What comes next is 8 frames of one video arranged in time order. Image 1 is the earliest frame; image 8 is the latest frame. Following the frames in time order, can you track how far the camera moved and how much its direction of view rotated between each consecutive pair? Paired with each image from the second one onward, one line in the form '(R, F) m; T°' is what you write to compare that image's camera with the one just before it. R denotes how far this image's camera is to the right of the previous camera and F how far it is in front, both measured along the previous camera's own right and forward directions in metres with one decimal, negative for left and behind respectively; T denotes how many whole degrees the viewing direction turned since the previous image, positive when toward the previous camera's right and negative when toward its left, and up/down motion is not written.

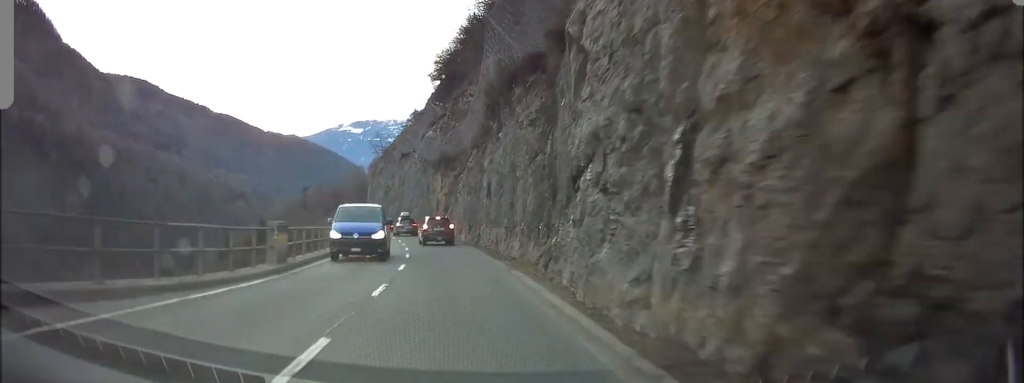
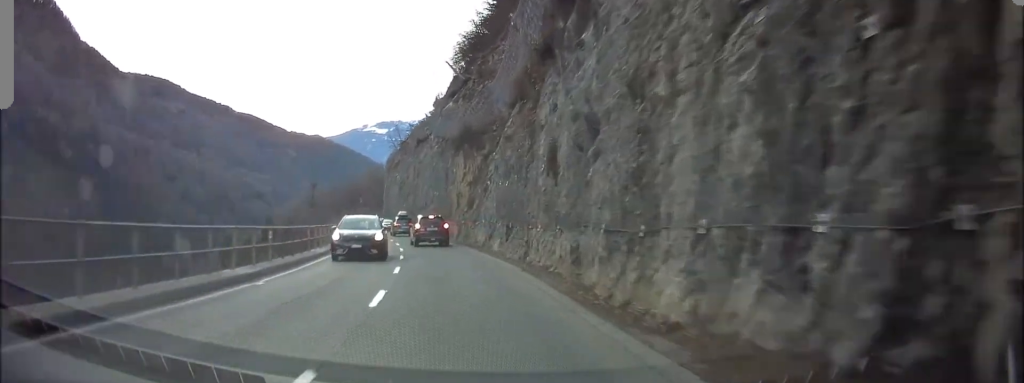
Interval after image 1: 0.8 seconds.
(0.0, +14.0) m; 0°
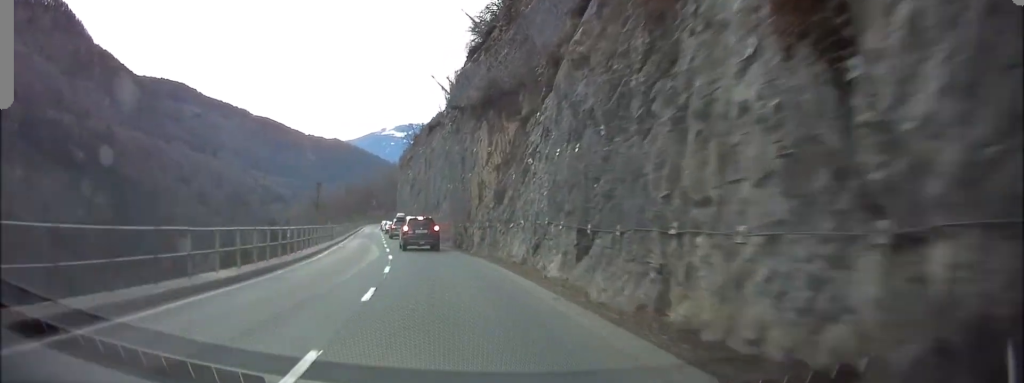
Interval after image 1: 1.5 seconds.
(-0.1, +11.4) m; -1°
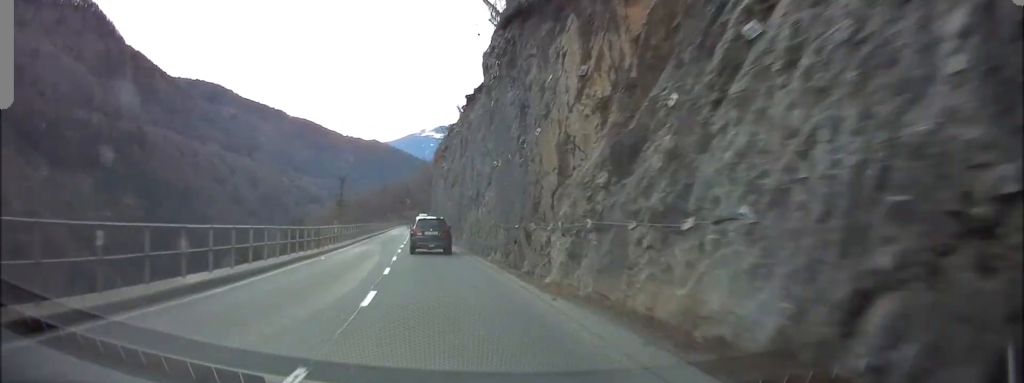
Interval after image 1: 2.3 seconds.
(-0.1, +12.2) m; -2°
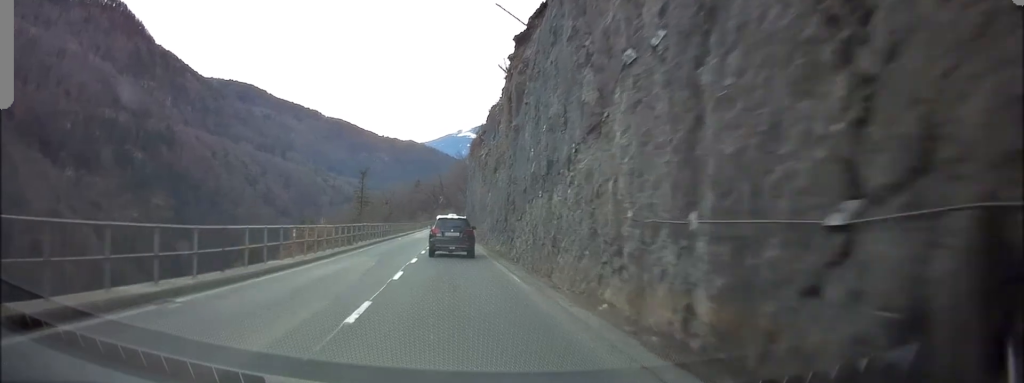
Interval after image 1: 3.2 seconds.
(-0.4, +13.4) m; -2°
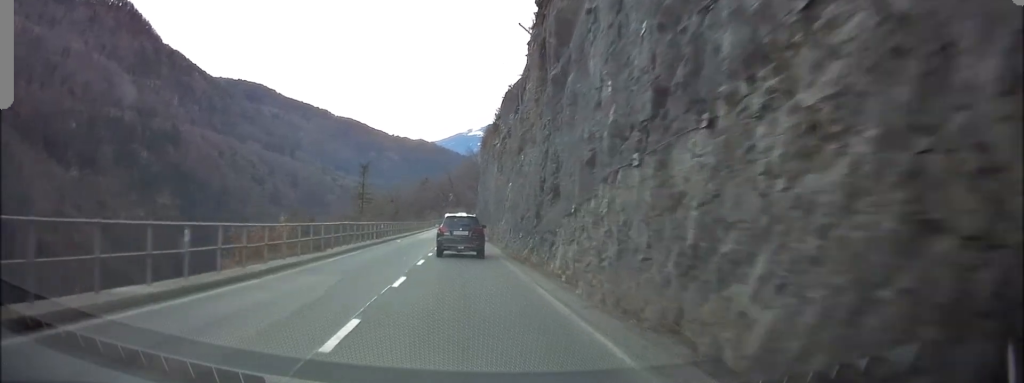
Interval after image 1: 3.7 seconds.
(-0.1, +8.0) m; 0°
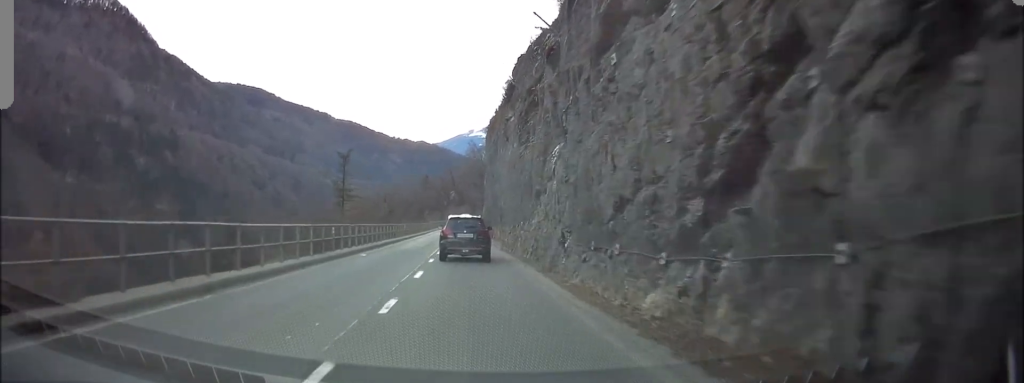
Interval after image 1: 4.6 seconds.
(-0.1, +13.6) m; 0°
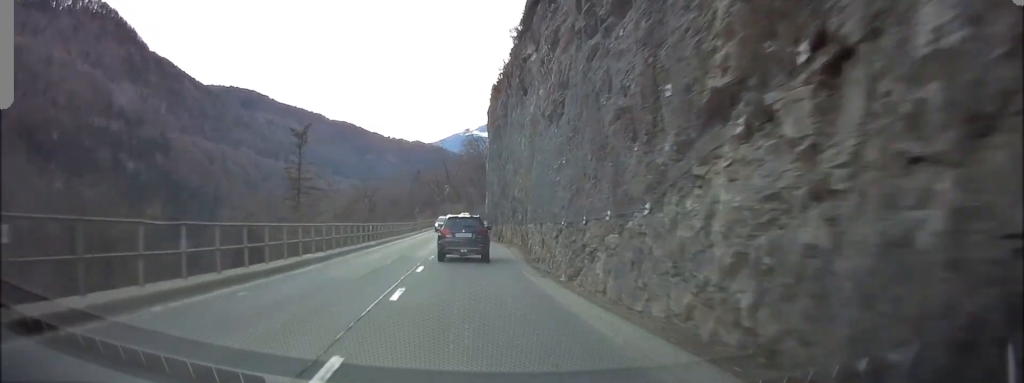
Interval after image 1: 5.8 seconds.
(0.0, +16.0) m; 0°
